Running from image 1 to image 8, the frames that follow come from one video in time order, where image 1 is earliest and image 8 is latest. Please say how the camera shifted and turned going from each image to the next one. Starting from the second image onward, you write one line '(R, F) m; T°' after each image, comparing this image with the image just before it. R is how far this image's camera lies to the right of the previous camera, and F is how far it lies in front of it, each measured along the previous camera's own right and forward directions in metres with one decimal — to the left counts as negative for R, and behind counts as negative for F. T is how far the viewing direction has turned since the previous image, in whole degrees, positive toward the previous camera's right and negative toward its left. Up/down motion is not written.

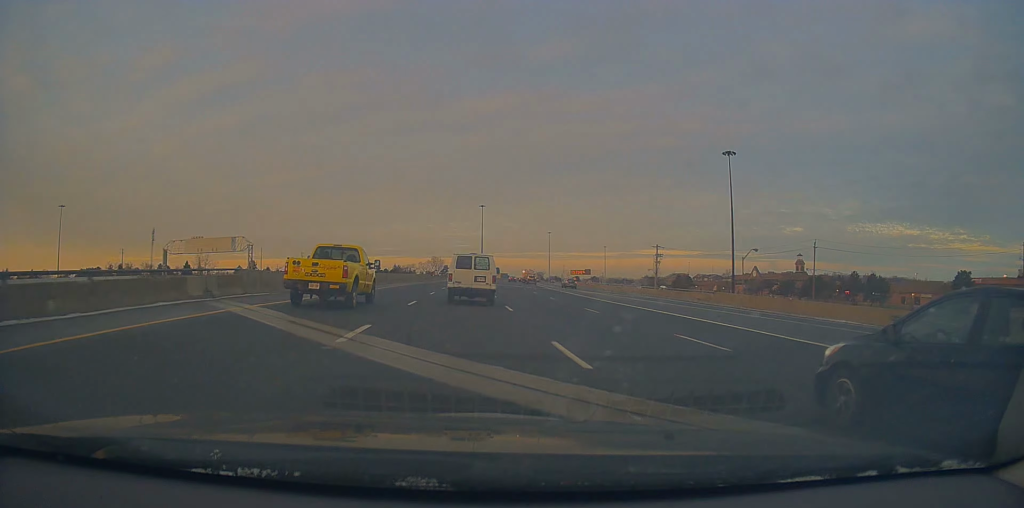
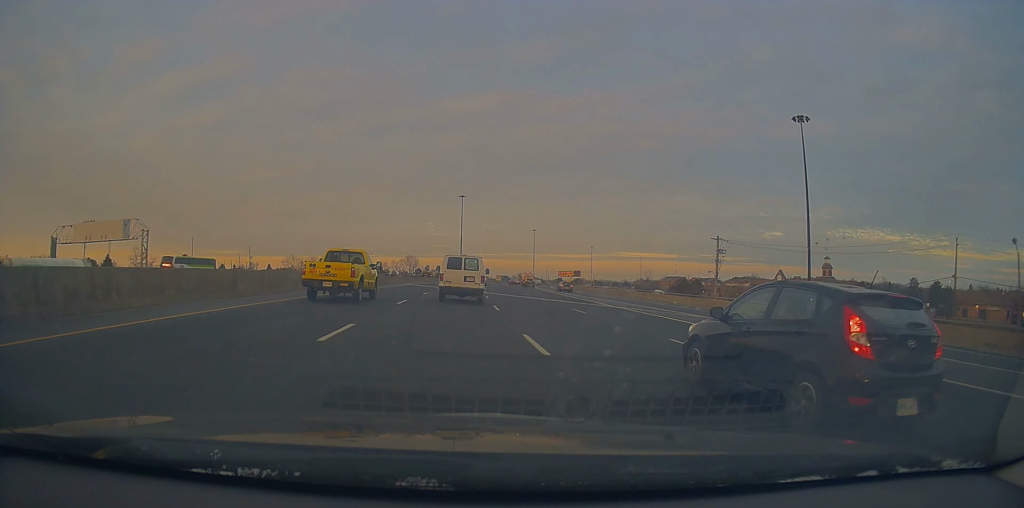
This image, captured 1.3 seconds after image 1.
(+1.5, +35.4) m; +3°
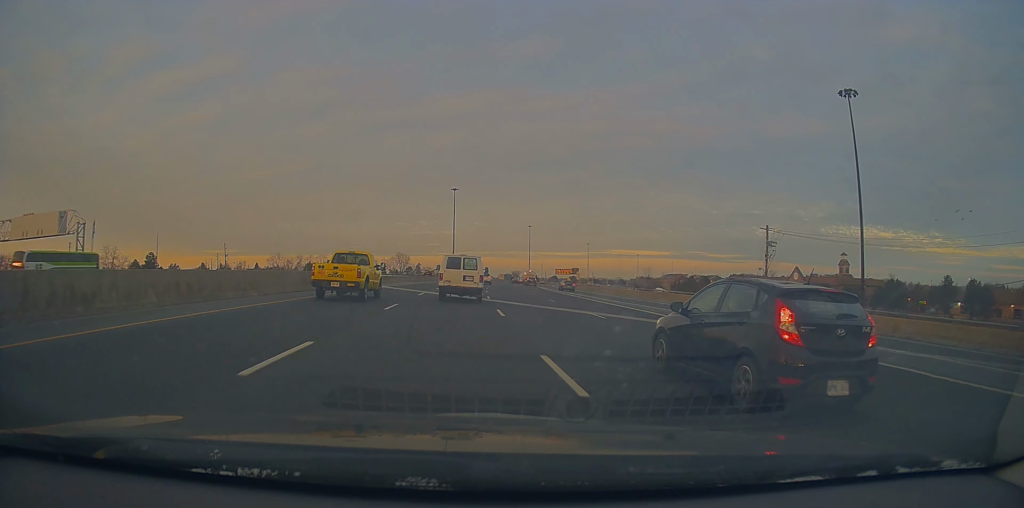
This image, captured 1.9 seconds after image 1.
(+0.1, +15.2) m; 0°
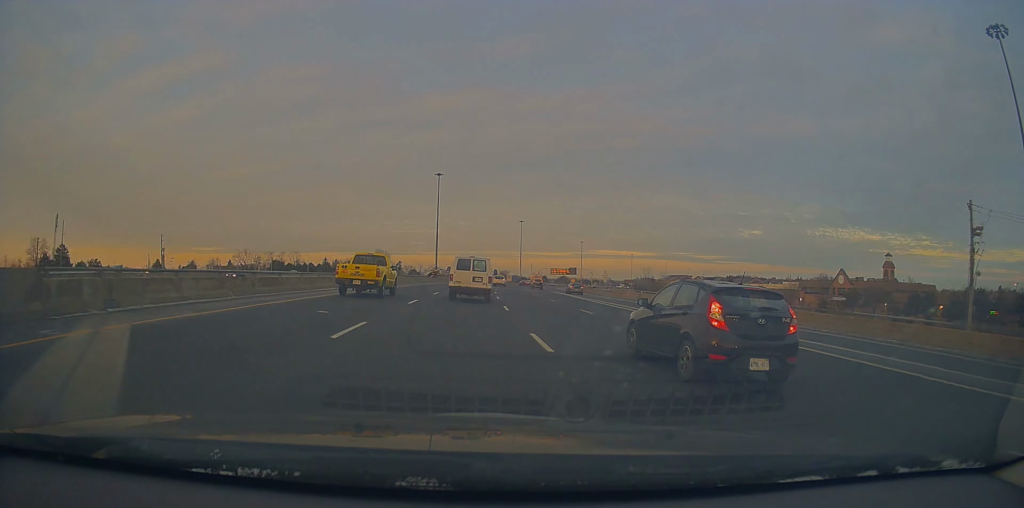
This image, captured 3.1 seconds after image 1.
(-0.1, +32.4) m; +1°
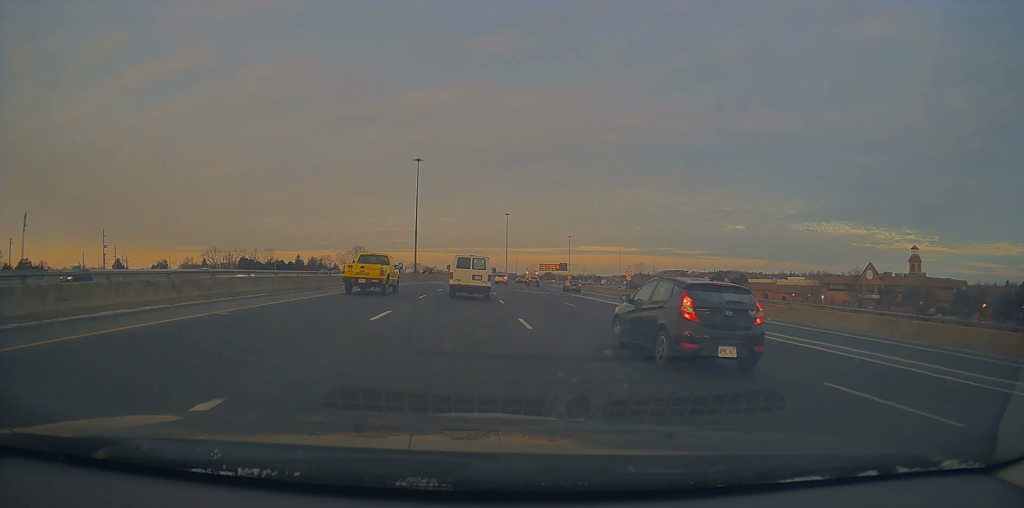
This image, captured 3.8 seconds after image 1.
(+0.3, +19.8) m; +2°
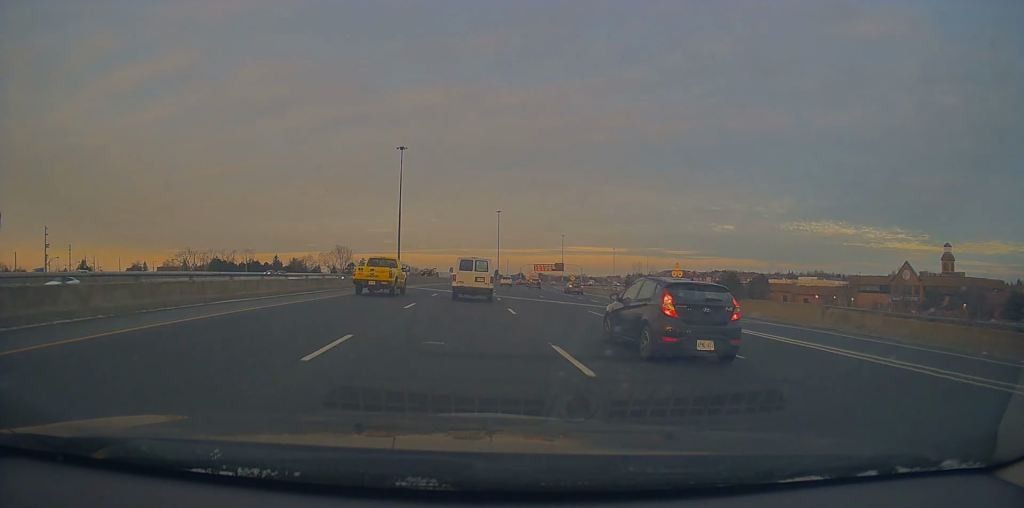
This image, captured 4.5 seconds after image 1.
(+0.2, +18.0) m; +2°
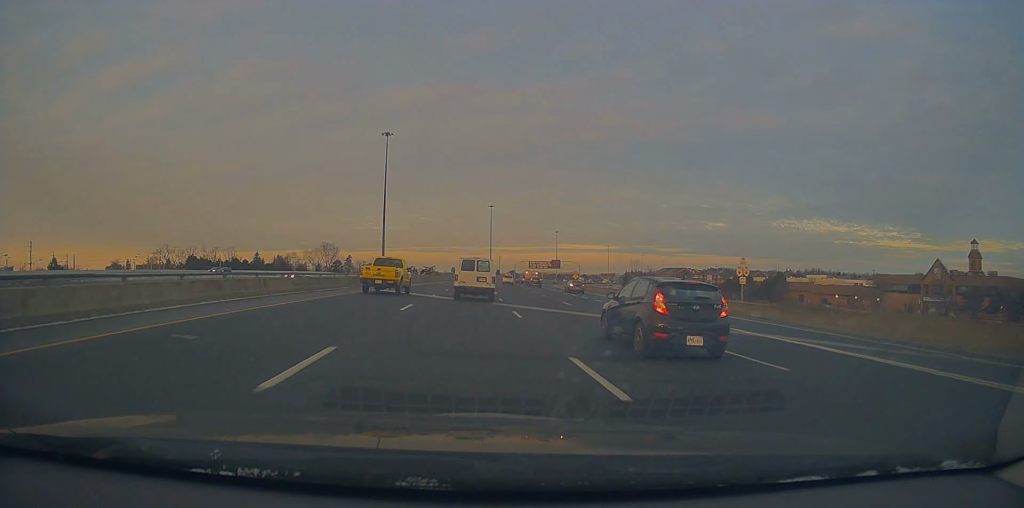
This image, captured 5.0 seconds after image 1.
(+0.2, +13.6) m; +1°
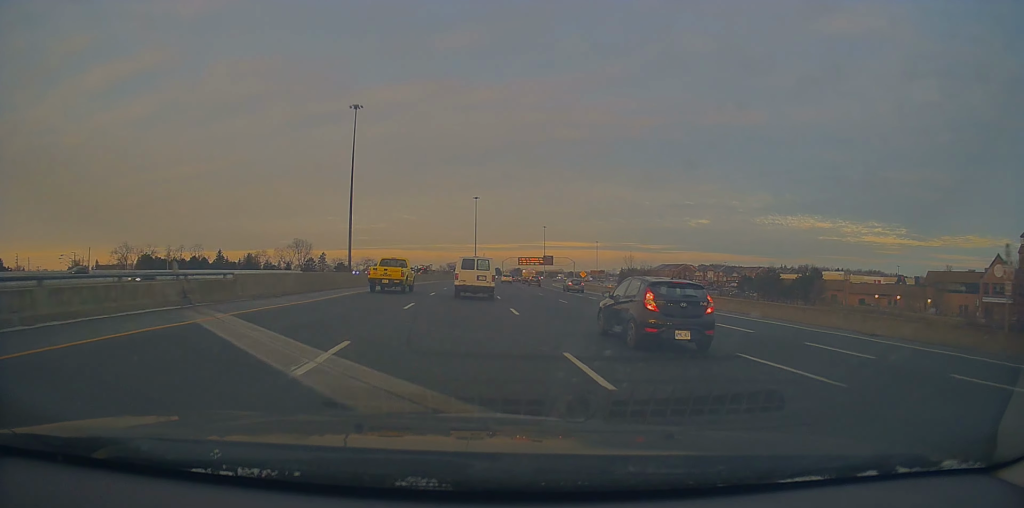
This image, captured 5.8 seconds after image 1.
(+0.3, +22.8) m; +1°
